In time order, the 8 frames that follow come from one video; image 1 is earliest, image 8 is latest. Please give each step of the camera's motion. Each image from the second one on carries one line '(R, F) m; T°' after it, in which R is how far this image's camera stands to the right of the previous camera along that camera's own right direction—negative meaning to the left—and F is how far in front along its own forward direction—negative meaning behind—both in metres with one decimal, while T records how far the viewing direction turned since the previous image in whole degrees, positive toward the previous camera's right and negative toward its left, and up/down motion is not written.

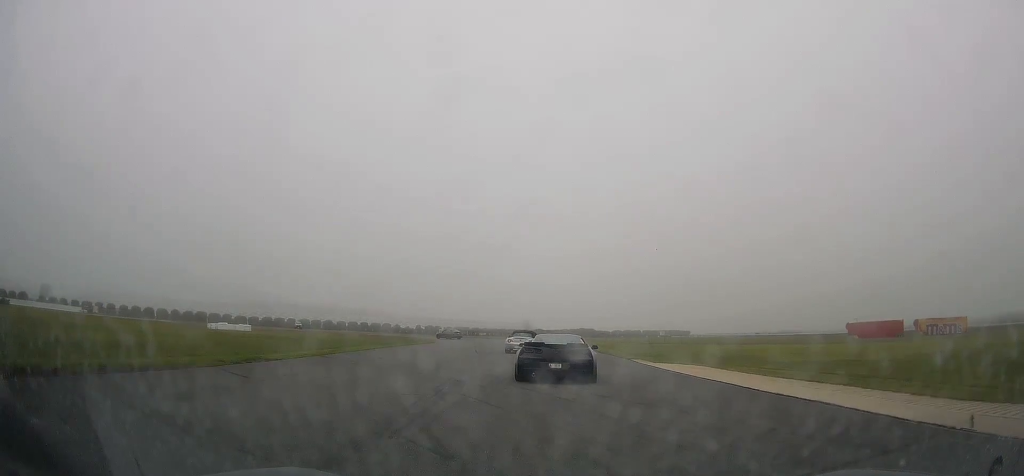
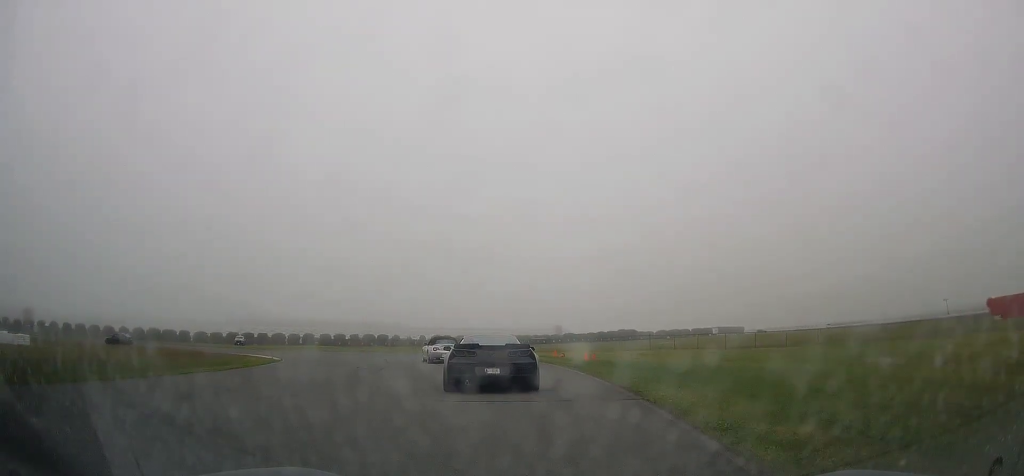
(+2.3, +45.1) m; -1°
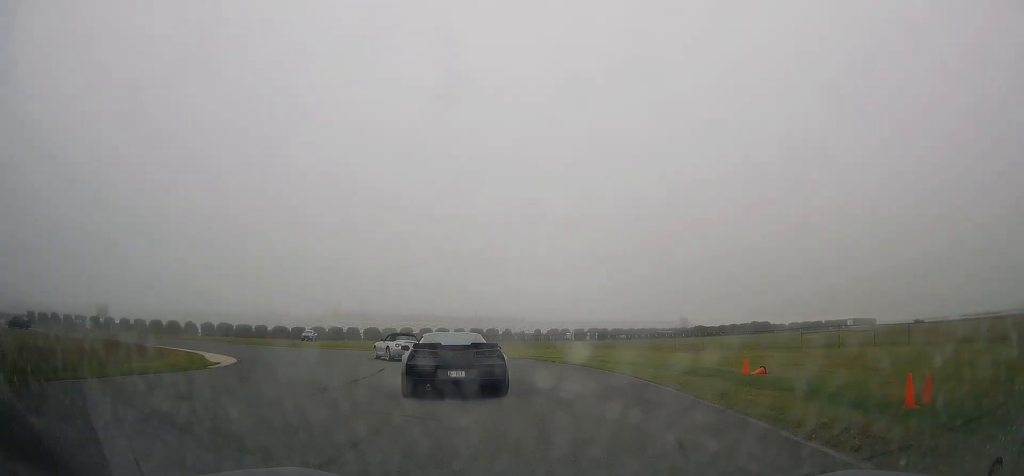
(-1.9, +19.8) m; -13°
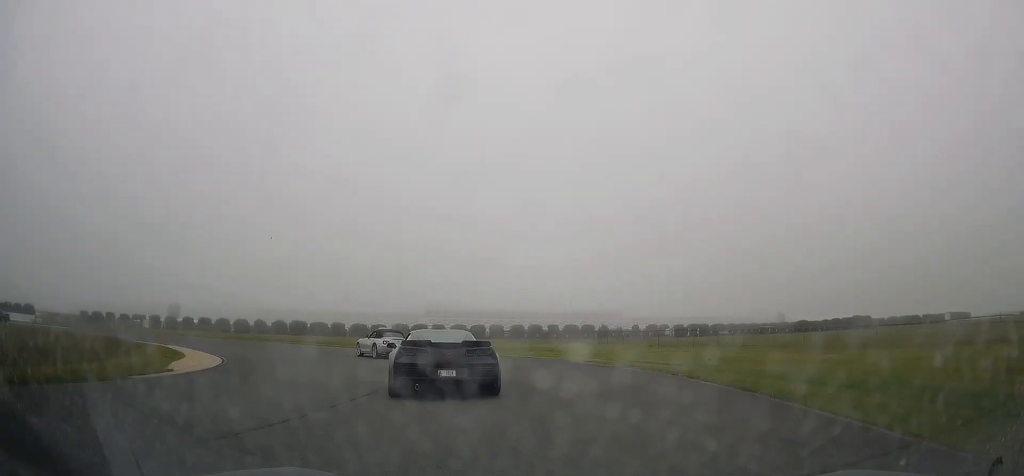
(-1.0, +8.9) m; -11°
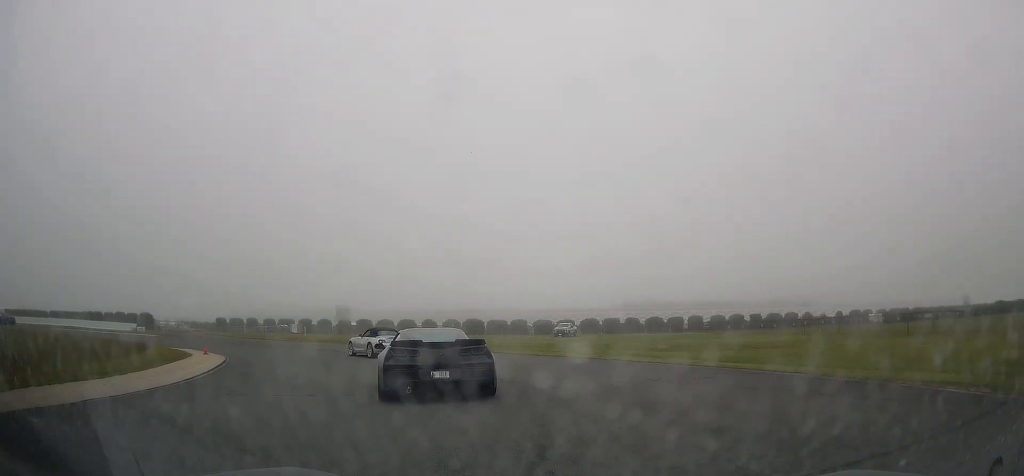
(-1.8, +13.4) m; -19°
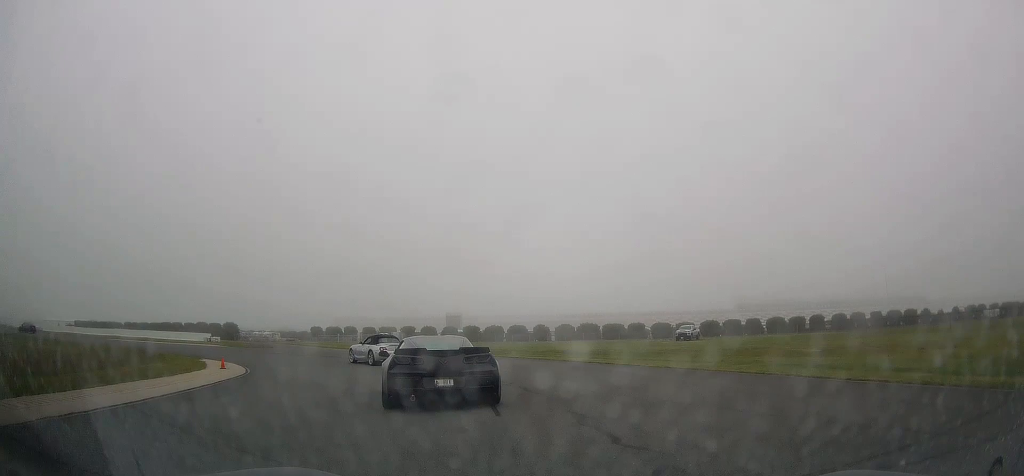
(-0.7, +7.3) m; -12°
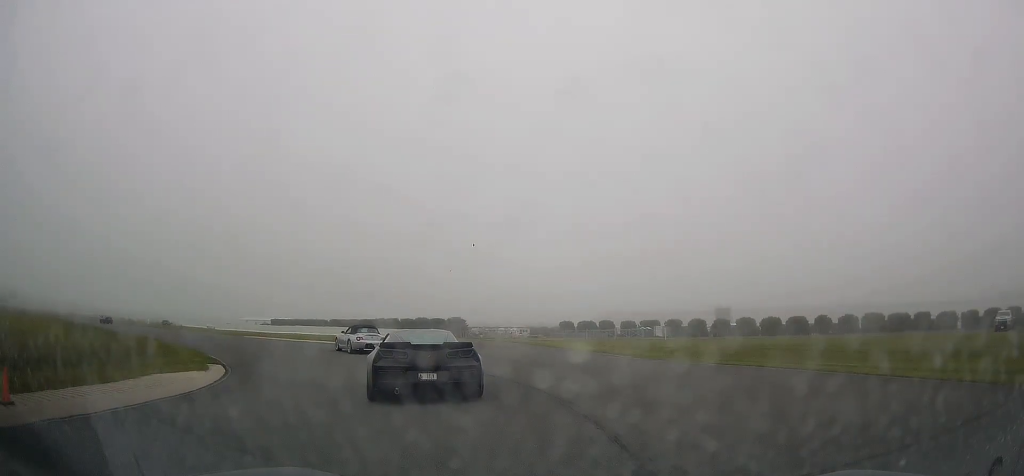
(-4.4, +18.0) m; -28°
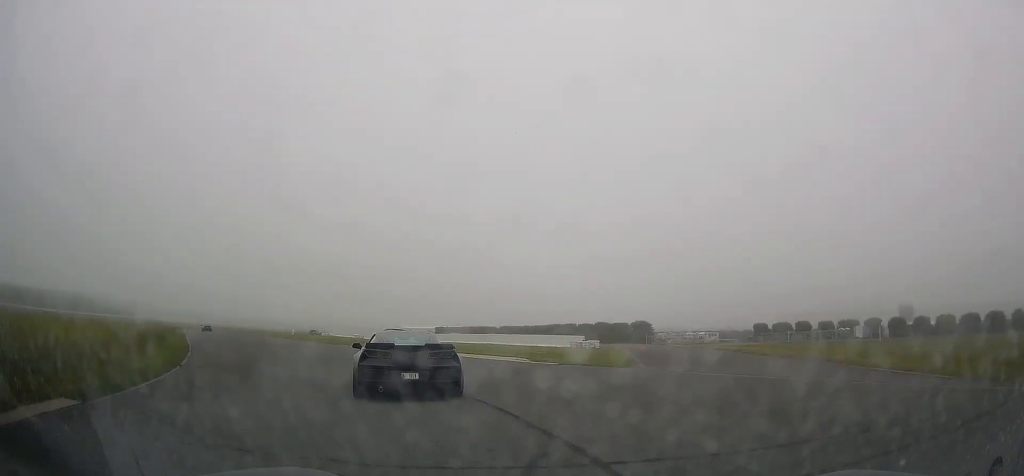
(-2.6, +12.7) m; -17°
